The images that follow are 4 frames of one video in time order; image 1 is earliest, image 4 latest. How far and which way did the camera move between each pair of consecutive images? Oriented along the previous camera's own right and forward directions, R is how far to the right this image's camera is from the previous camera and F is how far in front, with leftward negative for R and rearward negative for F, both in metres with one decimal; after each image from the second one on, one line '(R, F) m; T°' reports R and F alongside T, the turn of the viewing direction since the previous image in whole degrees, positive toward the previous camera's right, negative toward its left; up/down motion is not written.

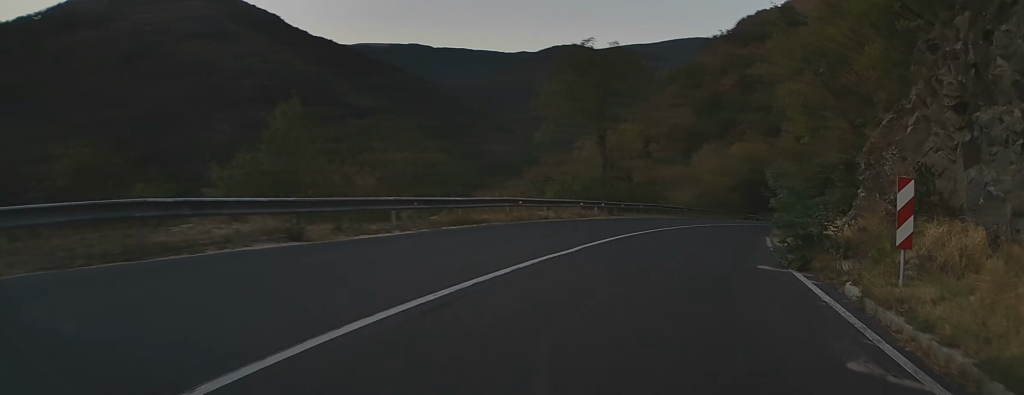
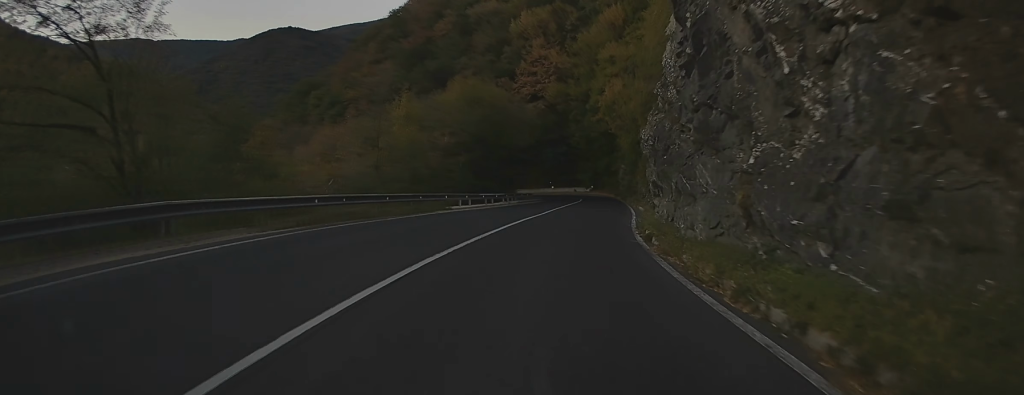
(+8.9, +34.0) m; +21°
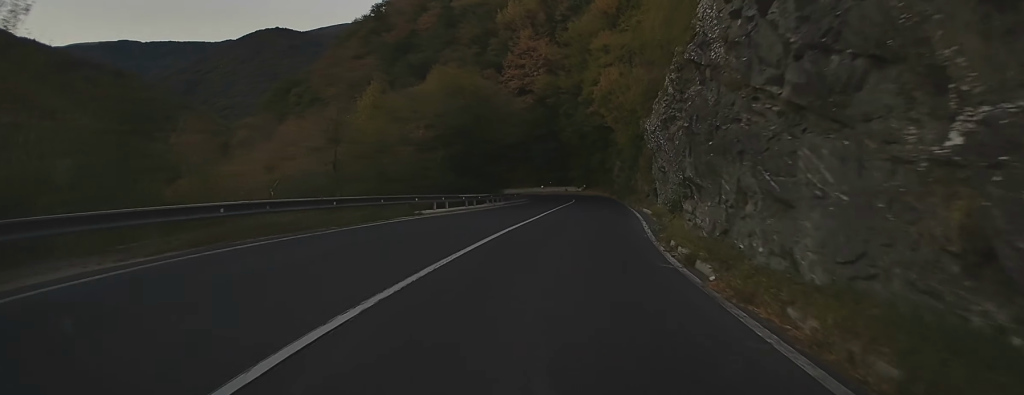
(0.0, +5.4) m; +1°
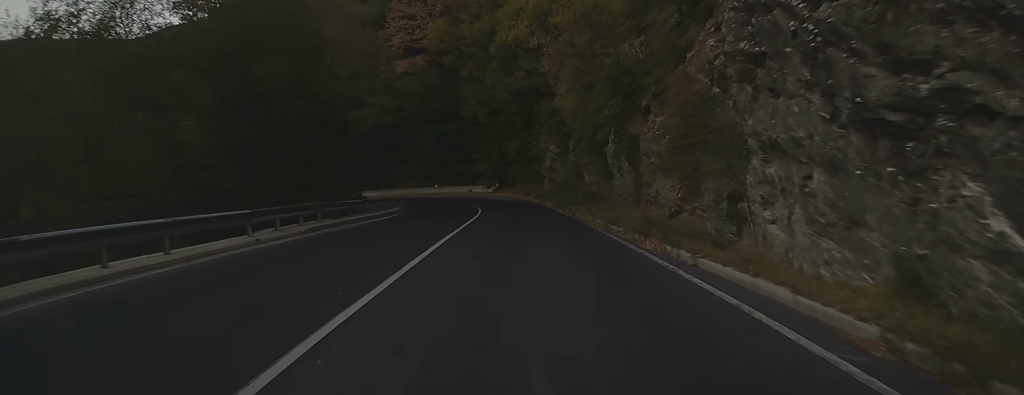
(+0.5, +25.6) m; +2°
